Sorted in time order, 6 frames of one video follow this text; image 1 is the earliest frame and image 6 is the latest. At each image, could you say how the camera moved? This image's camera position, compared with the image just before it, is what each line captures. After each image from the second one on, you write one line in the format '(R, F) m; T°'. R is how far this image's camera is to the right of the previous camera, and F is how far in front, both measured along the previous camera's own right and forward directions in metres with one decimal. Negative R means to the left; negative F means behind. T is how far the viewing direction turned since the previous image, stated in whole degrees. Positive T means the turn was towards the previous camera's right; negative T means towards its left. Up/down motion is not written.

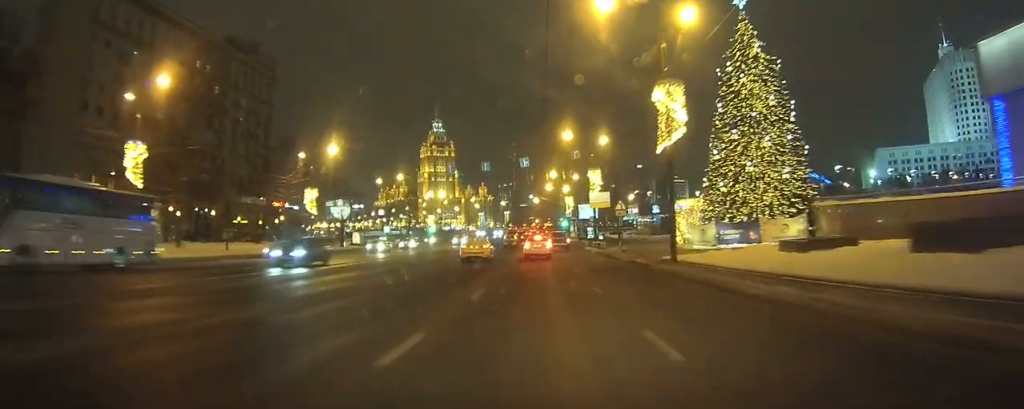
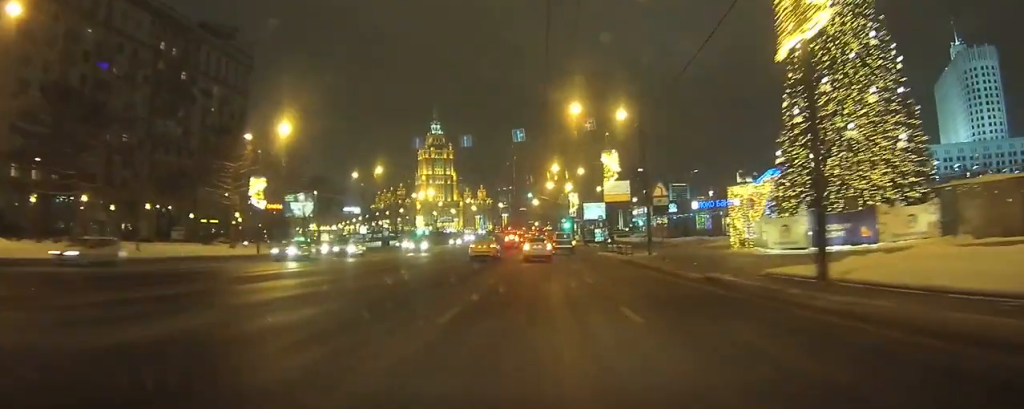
(-0.1, +10.7) m; +1°
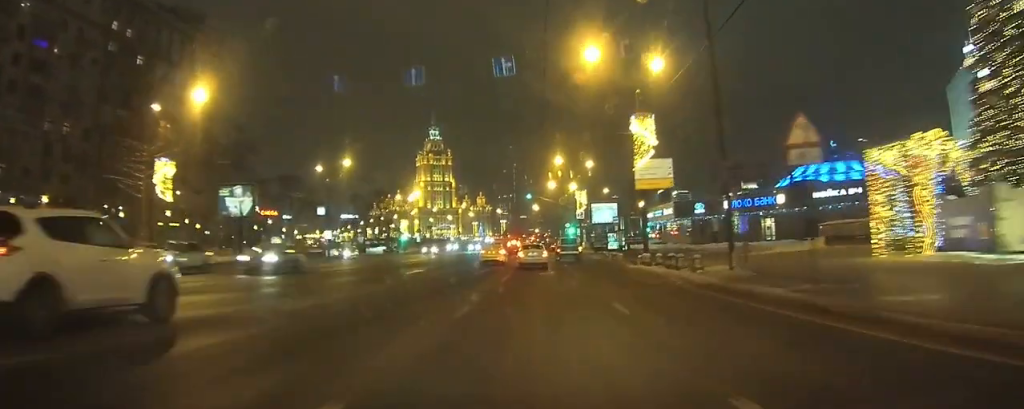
(+0.3, +13.7) m; +1°
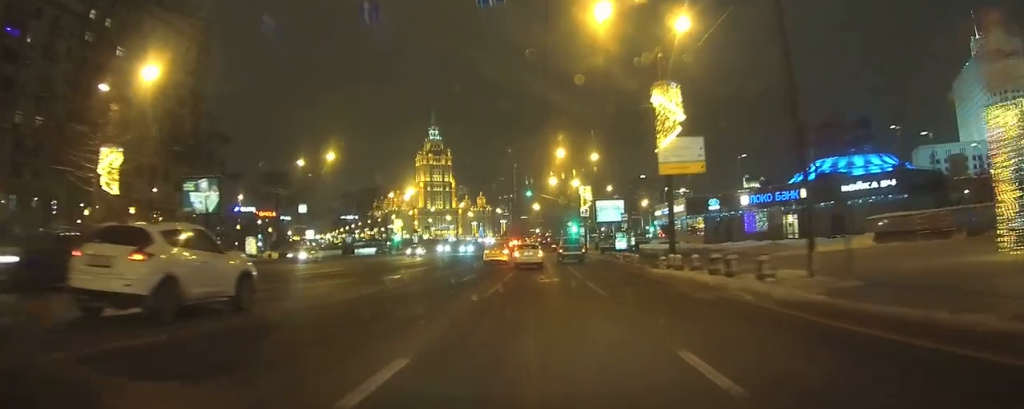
(0.0, +5.9) m; 0°
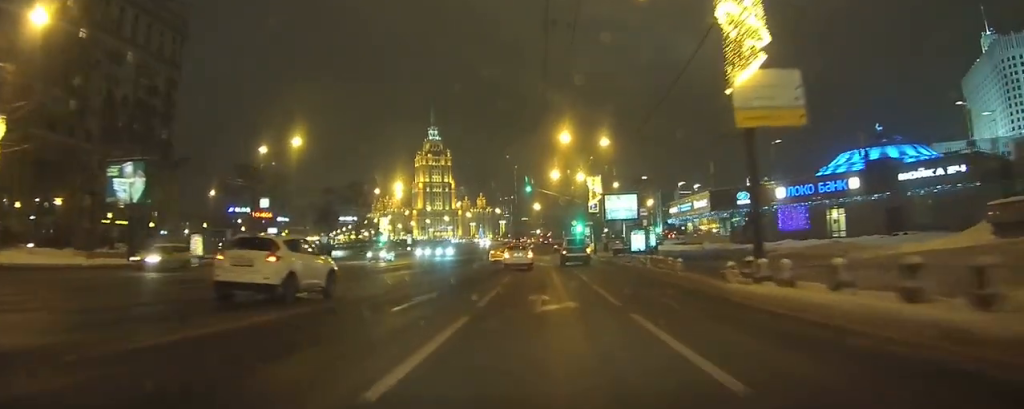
(0.0, +9.9) m; -1°
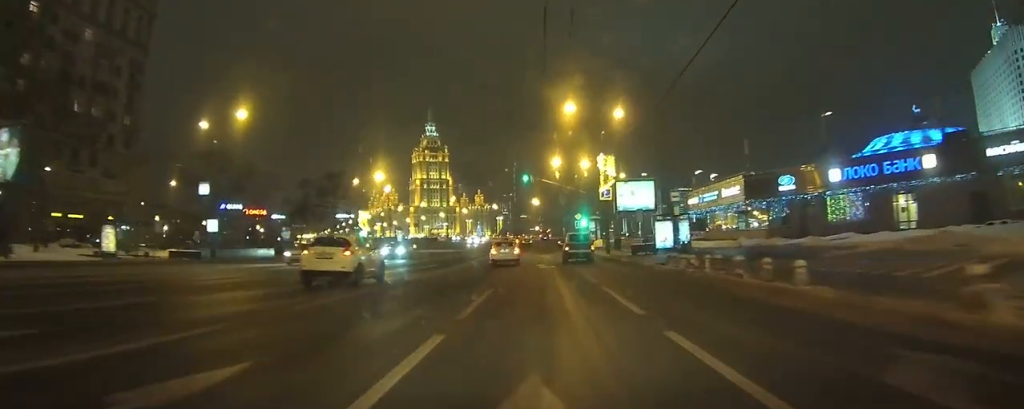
(-0.1, +11.1) m; -1°
